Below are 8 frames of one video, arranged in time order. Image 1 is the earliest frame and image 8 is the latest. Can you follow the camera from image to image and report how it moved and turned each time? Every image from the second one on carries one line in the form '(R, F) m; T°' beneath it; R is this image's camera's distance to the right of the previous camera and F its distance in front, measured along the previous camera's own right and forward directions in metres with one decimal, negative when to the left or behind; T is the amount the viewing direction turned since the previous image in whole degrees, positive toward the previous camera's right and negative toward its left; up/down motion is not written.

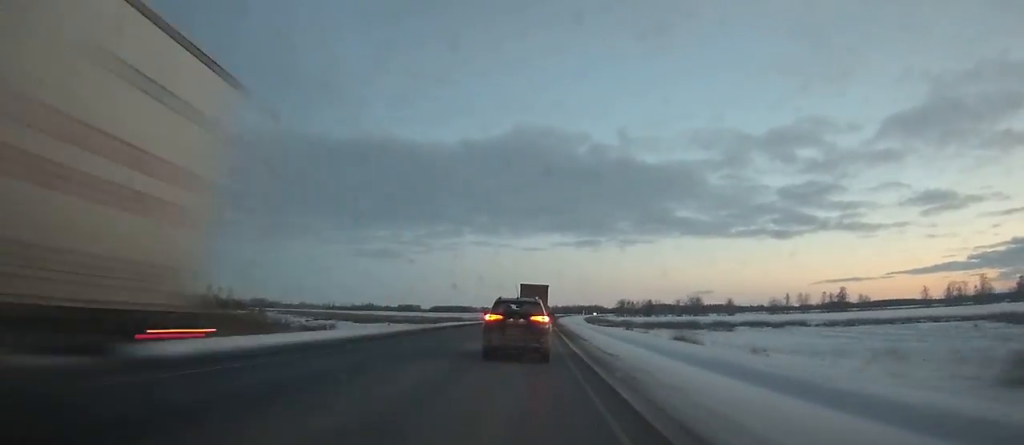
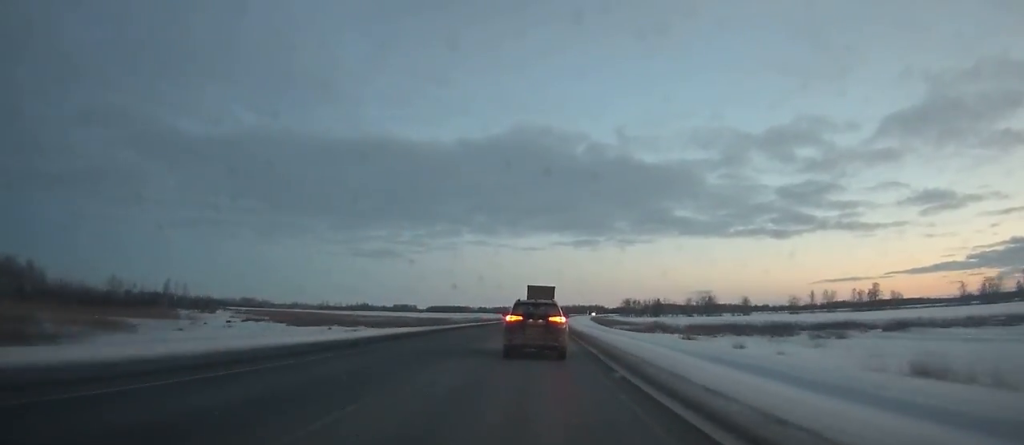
(+0.1, +32.6) m; 0°
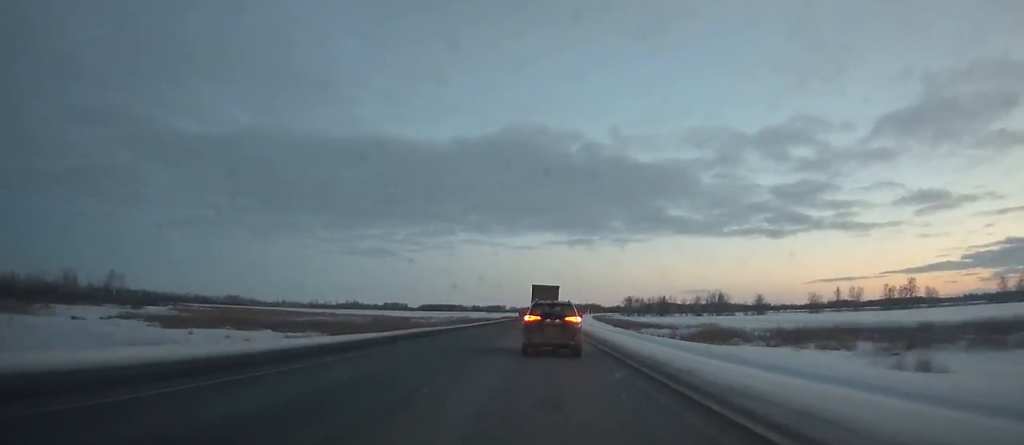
(0.0, +32.7) m; +1°
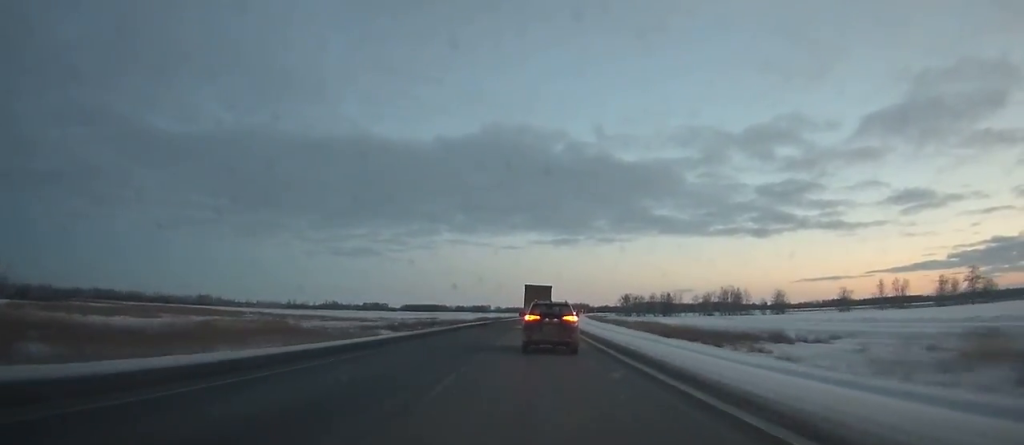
(+0.5, +47.9) m; +1°
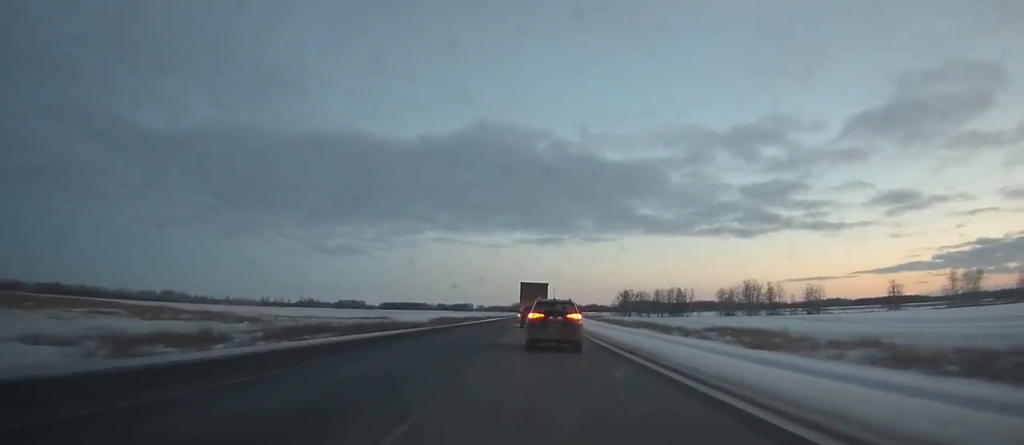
(+0.7, +52.3) m; +1°
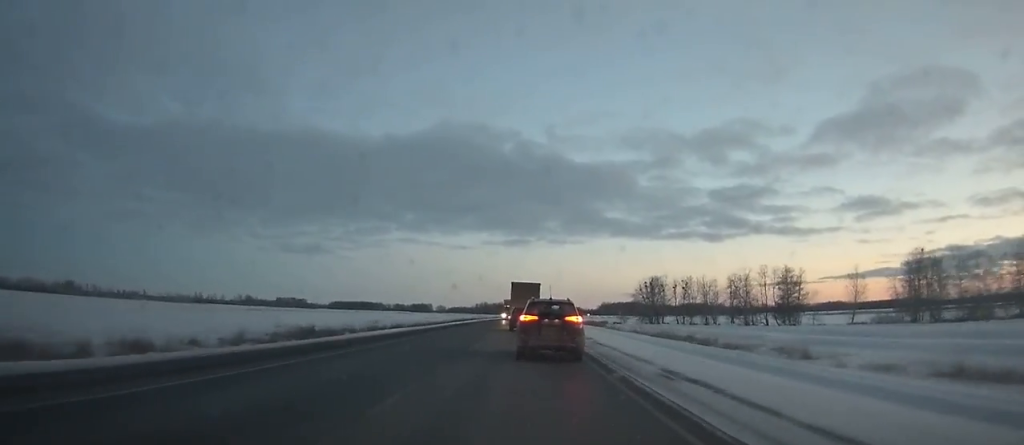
(+3.9, +137.0) m; +3°
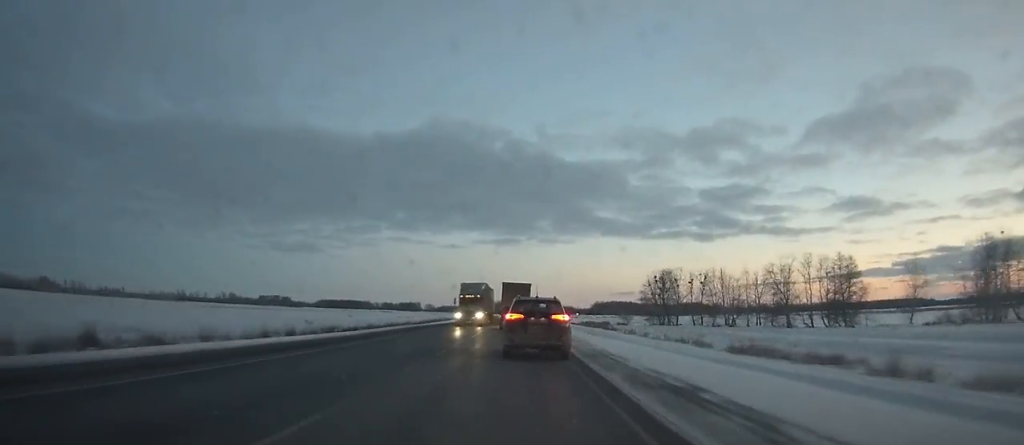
(+0.3, +27.8) m; 0°
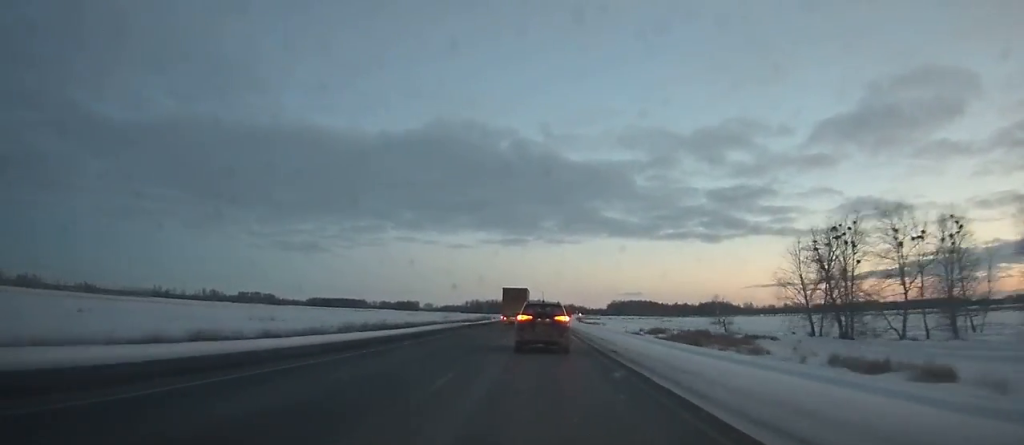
(0.0, +92.7) m; 0°
